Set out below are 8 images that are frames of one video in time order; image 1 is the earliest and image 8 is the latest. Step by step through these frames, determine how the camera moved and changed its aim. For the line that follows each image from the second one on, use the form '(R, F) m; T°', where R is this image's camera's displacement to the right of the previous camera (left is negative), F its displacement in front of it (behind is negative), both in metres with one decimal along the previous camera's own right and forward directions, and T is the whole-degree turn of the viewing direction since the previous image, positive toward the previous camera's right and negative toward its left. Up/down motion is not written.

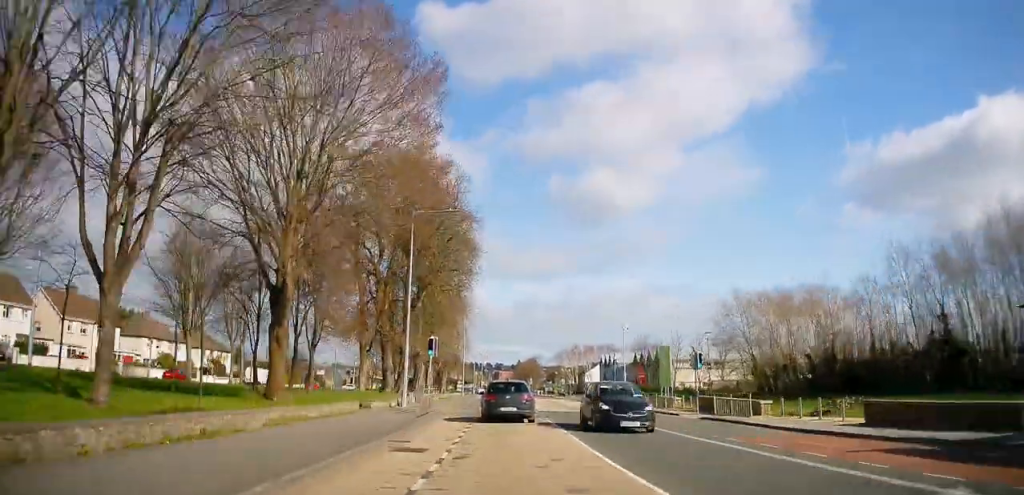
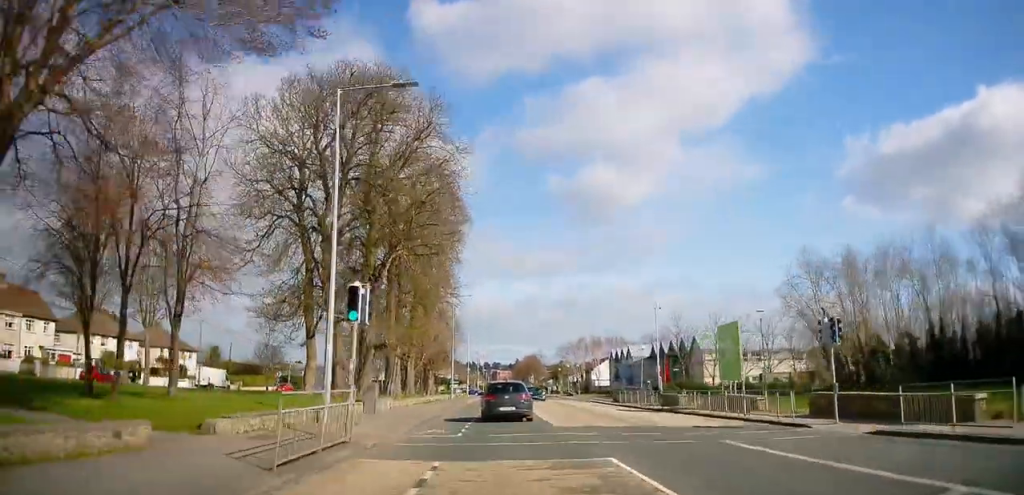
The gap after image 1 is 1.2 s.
(+0.4, +13.6) m; +4°
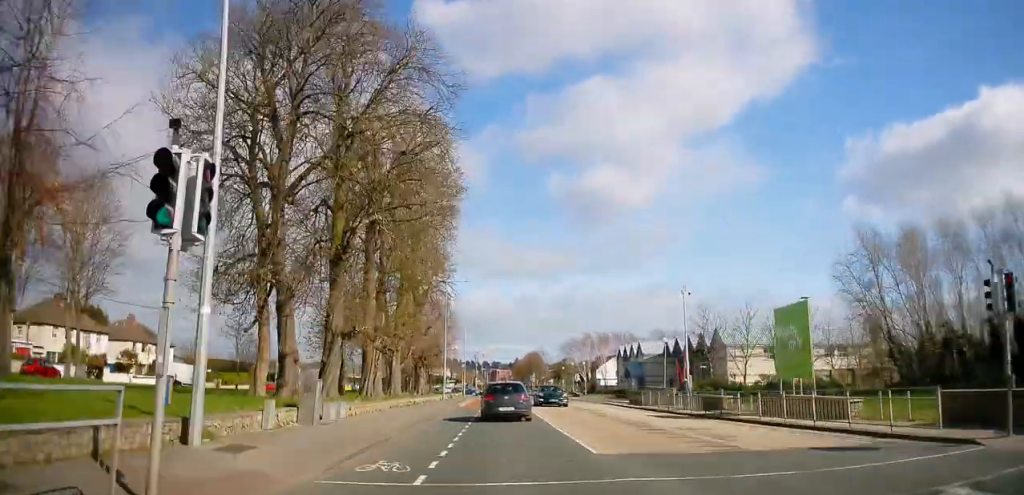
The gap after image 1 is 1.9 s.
(+0.1, +7.7) m; -1°
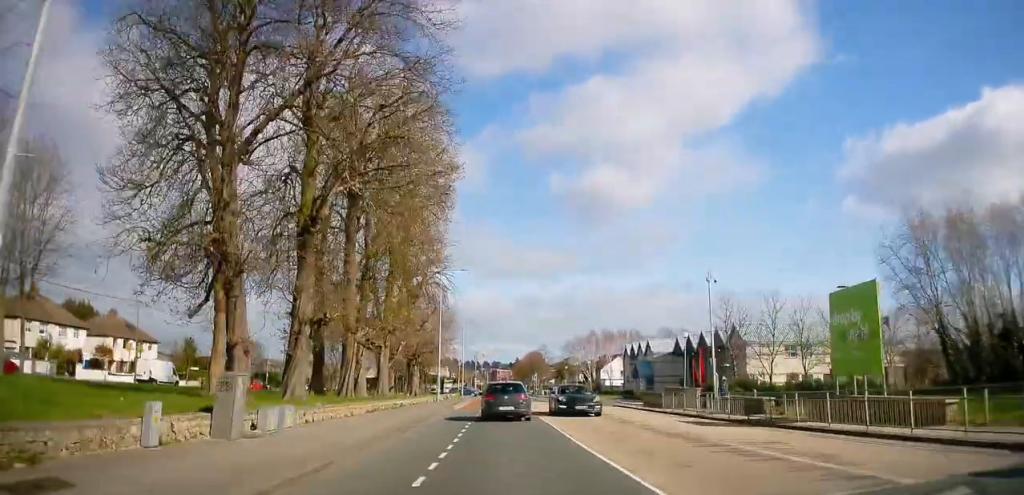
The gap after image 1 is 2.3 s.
(+0.1, +5.0) m; -1°
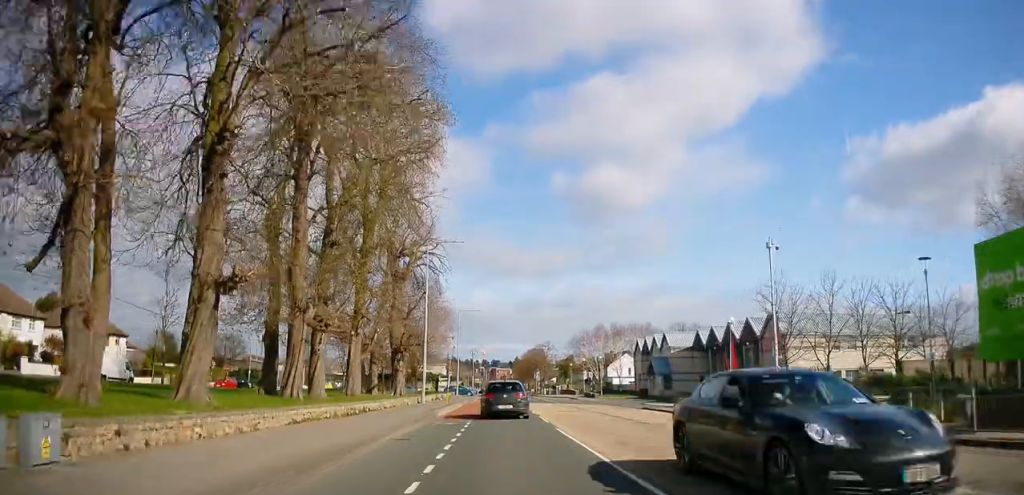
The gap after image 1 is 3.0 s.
(-0.5, +8.2) m; 0°
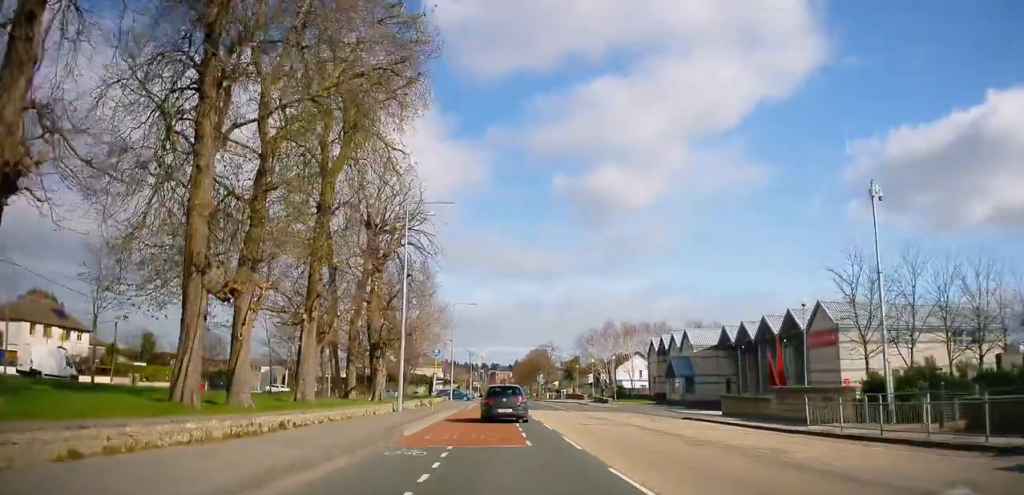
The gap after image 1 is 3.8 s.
(+0.2, +8.8) m; +1°
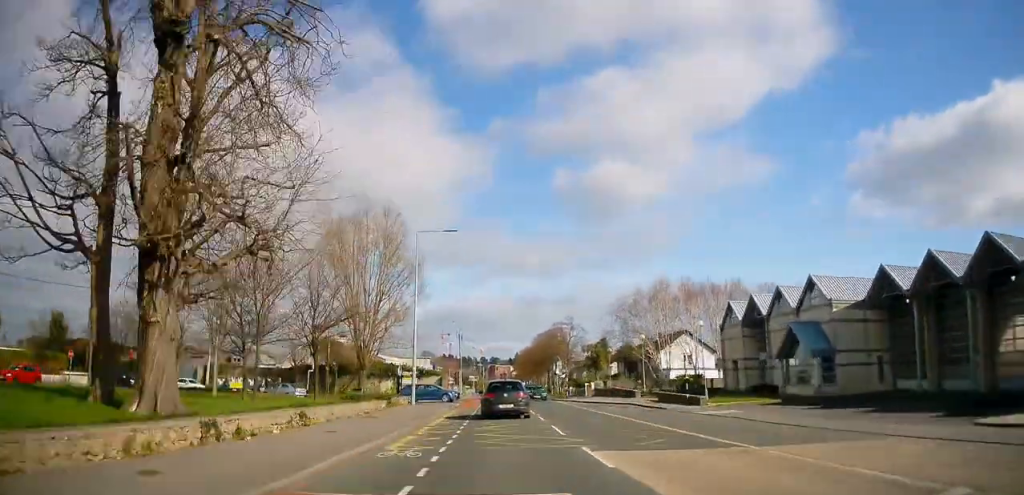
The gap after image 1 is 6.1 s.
(-3.7, +27.3) m; -2°
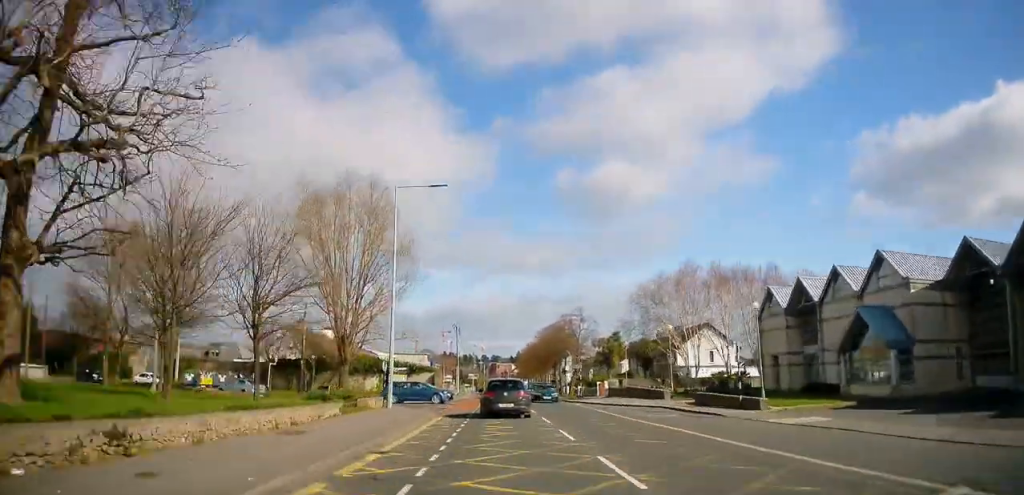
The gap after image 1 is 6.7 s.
(+1.5, +7.1) m; +7°
